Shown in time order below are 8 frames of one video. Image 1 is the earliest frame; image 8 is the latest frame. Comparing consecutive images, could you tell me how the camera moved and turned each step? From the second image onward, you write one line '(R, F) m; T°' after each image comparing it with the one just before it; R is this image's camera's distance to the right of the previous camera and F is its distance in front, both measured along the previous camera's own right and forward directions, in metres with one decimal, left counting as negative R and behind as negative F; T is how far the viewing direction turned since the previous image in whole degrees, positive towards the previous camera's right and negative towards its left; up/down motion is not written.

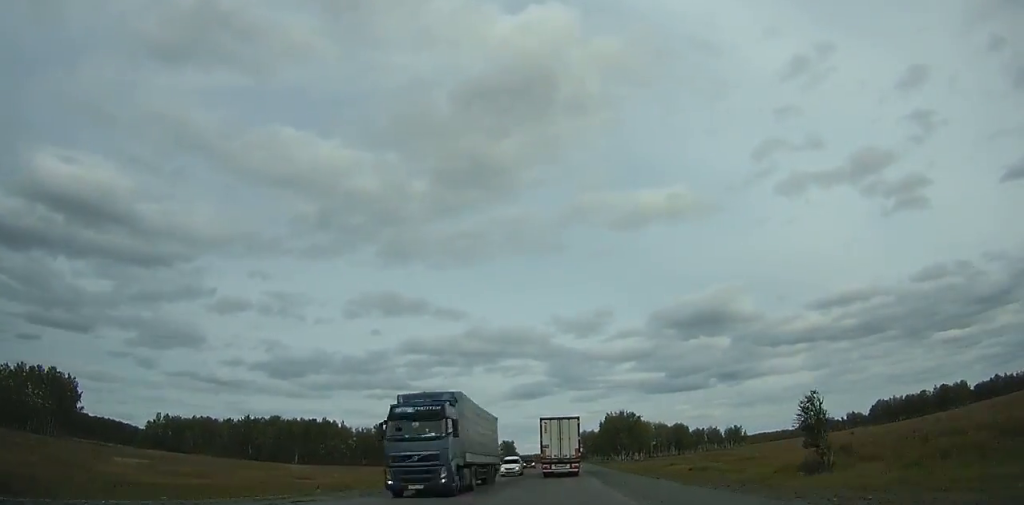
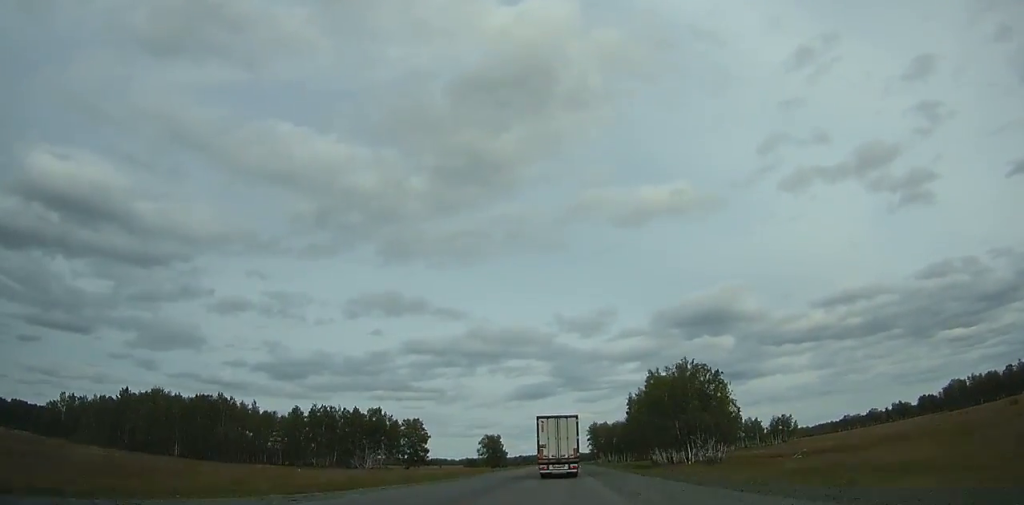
(0.0, +89.9) m; 0°
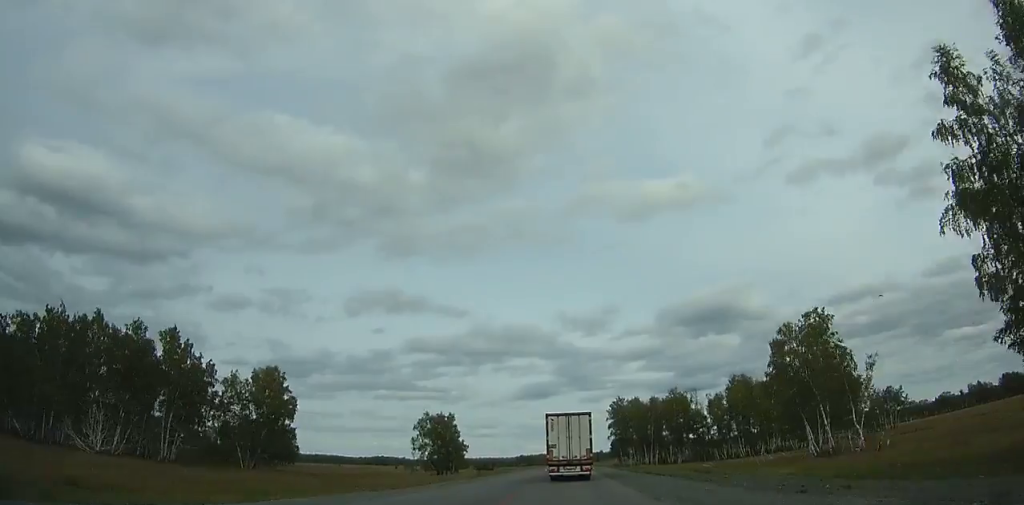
(-0.5, +114.9) m; -1°
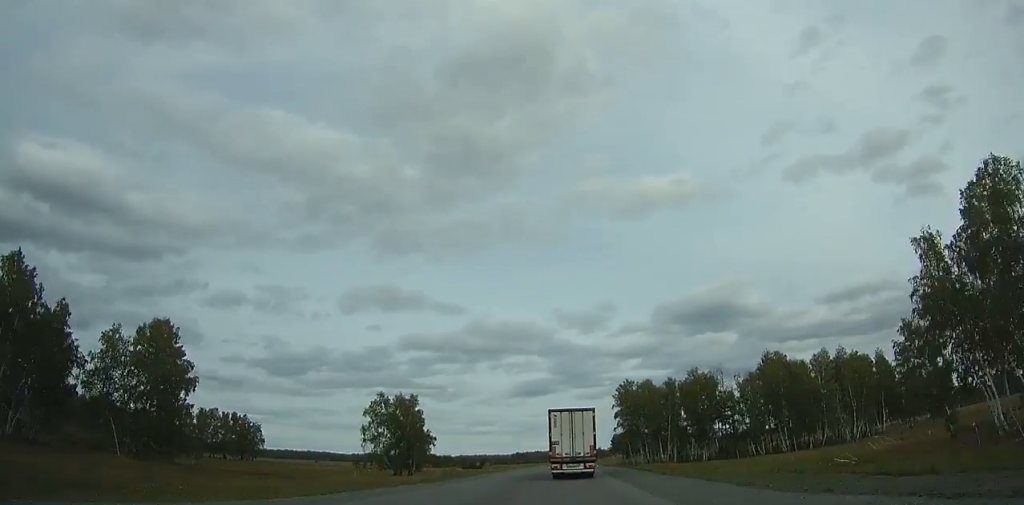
(0.0, +32.2) m; 0°
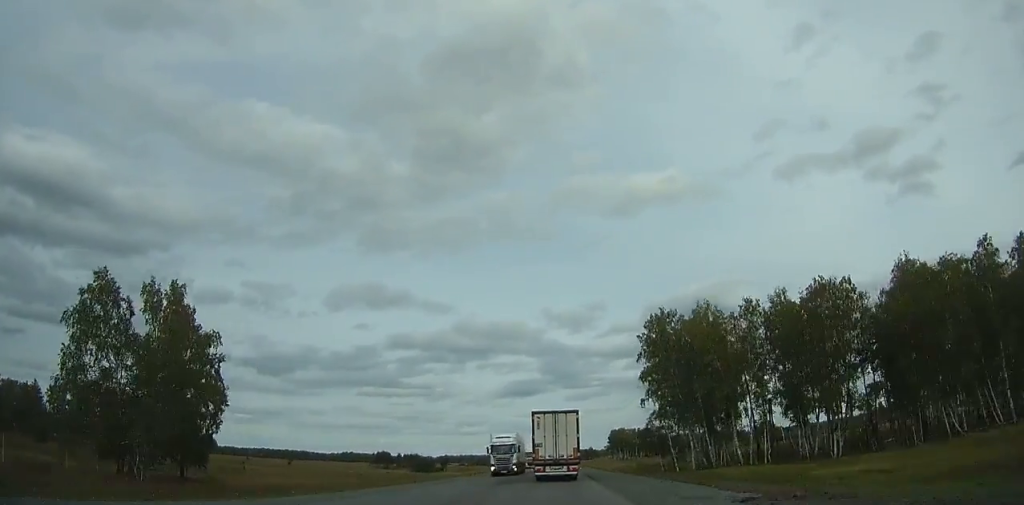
(+0.4, +69.9) m; 0°
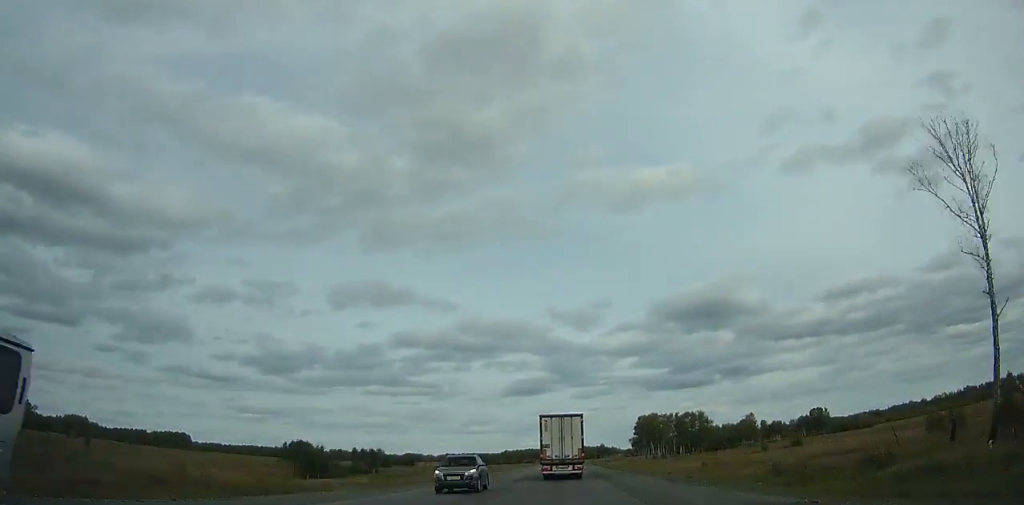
(0.0, +91.8) m; 0°
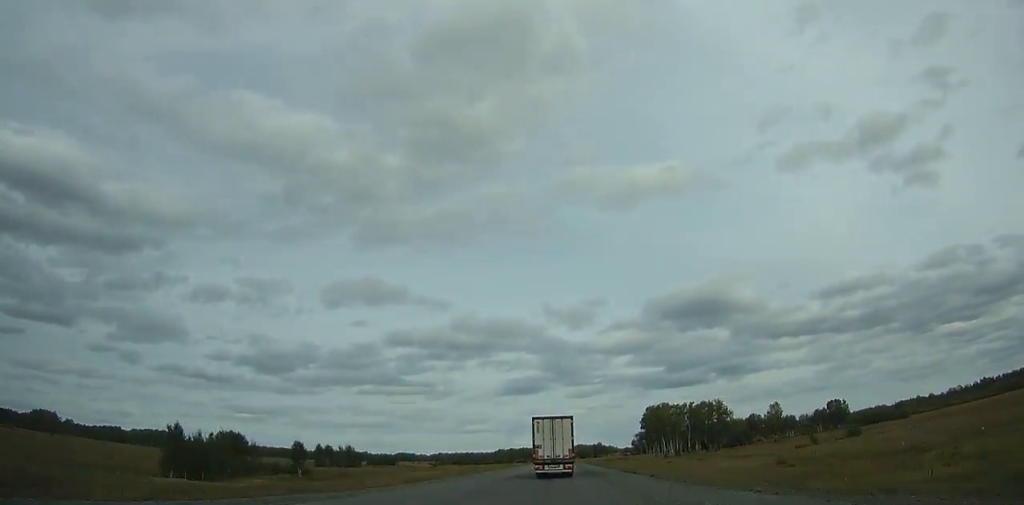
(0.0, +36.6) m; 0°
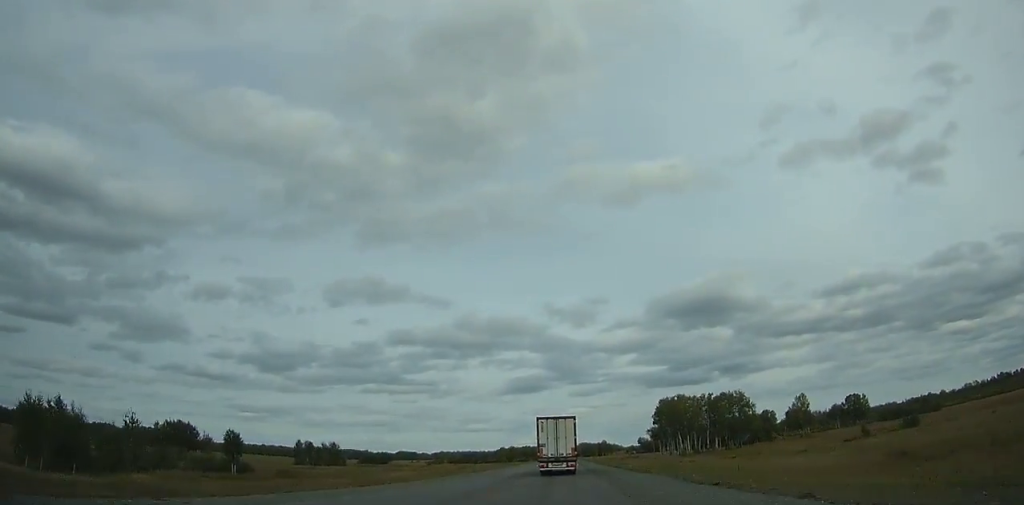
(0.0, +23.1) m; 0°
